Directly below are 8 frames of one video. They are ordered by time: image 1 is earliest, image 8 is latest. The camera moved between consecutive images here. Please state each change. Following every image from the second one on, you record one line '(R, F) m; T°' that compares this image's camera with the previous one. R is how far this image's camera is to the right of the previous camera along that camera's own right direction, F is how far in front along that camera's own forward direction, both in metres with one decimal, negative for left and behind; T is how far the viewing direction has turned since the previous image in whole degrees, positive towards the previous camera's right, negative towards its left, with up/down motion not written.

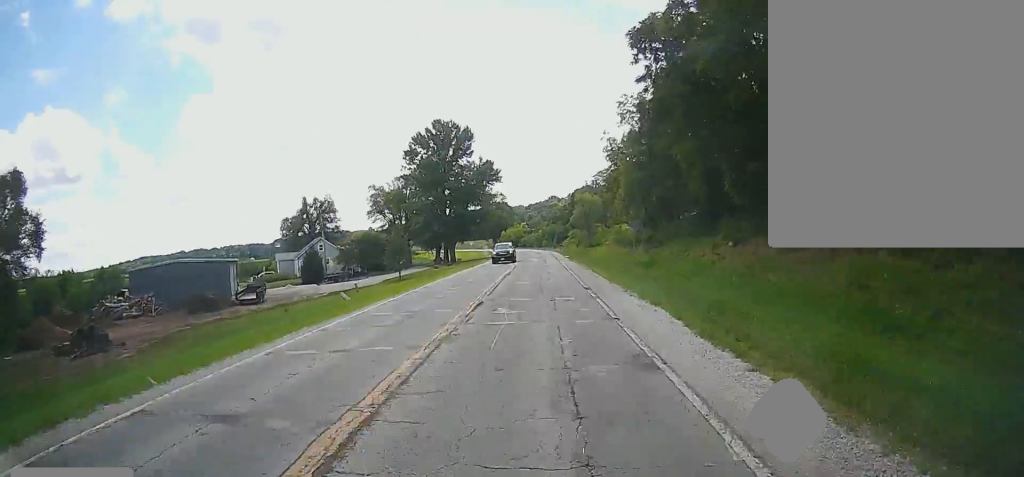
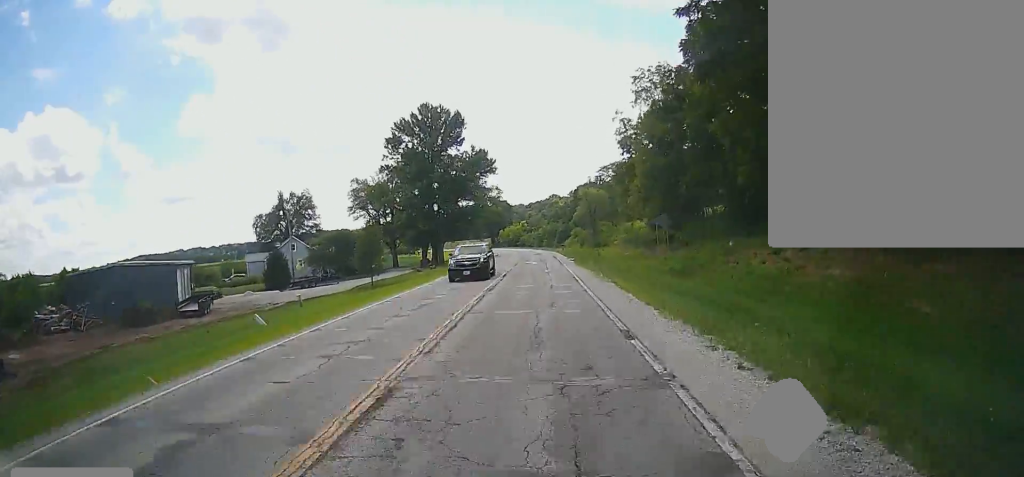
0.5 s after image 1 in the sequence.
(0.0, +12.0) m; 0°
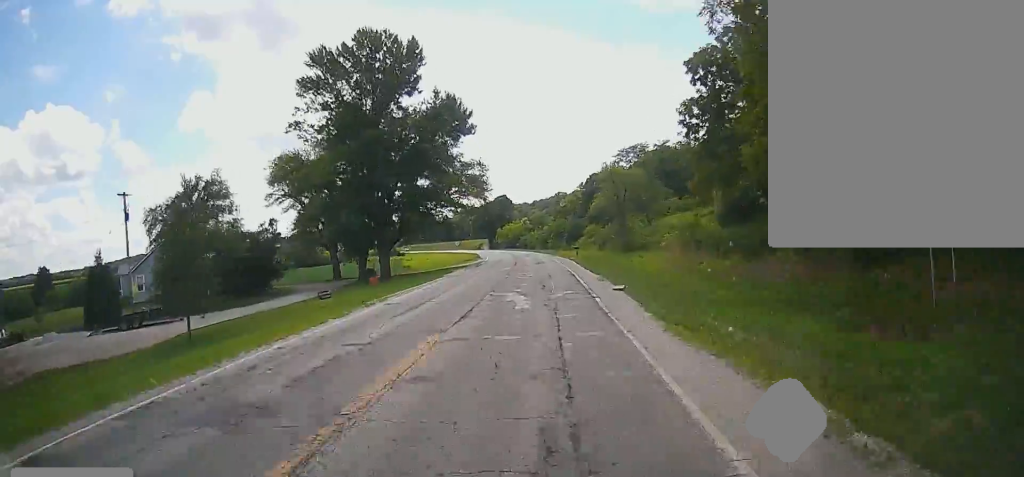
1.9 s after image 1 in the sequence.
(0.0, +33.5) m; -1°
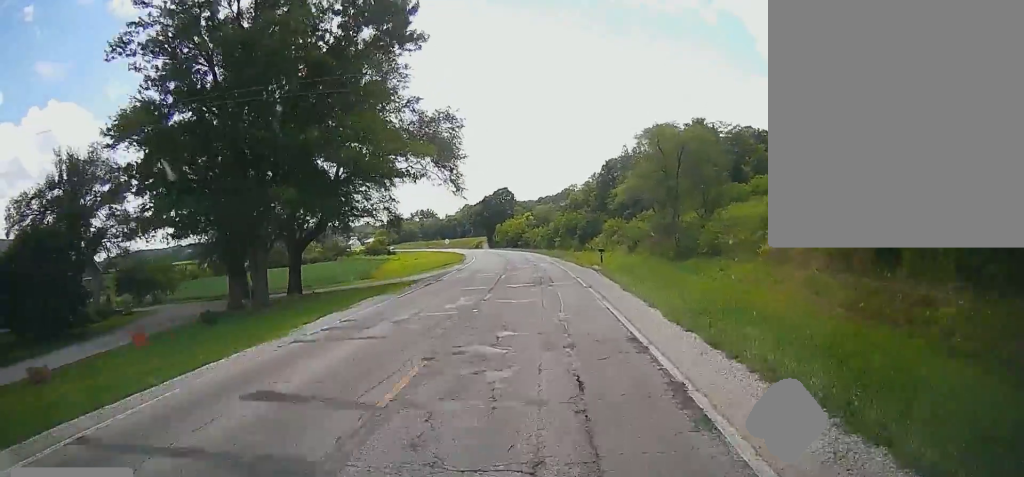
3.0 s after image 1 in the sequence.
(-0.5, +26.2) m; -1°
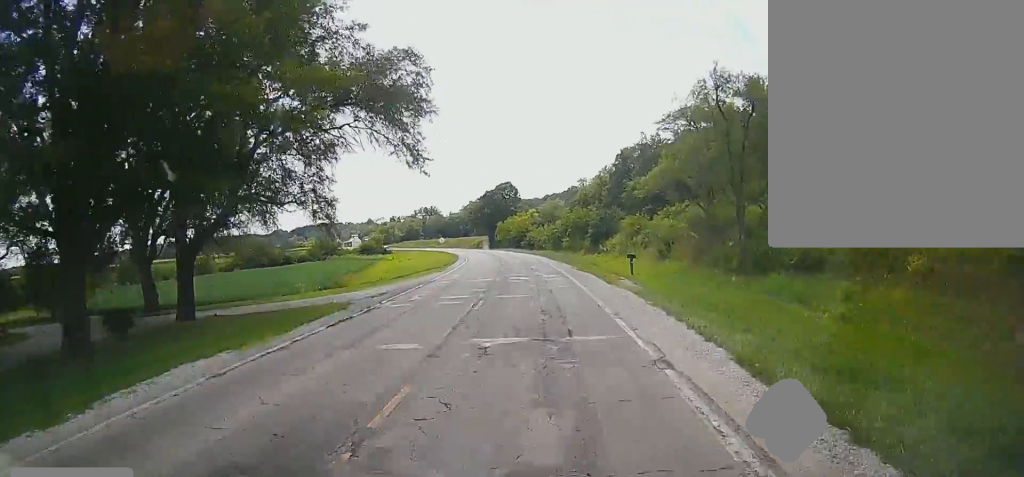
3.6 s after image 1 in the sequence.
(0.0, +14.3) m; 0°
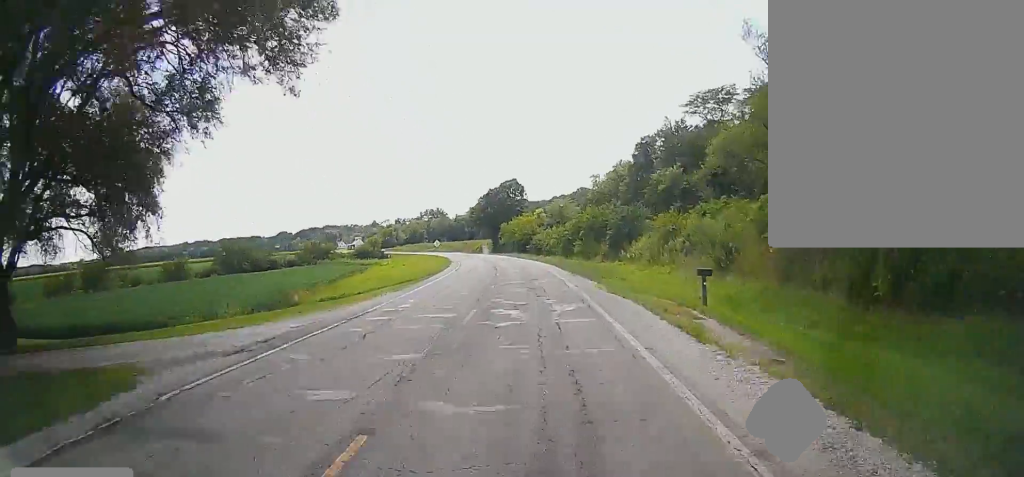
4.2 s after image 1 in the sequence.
(0.0, +14.3) m; 0°
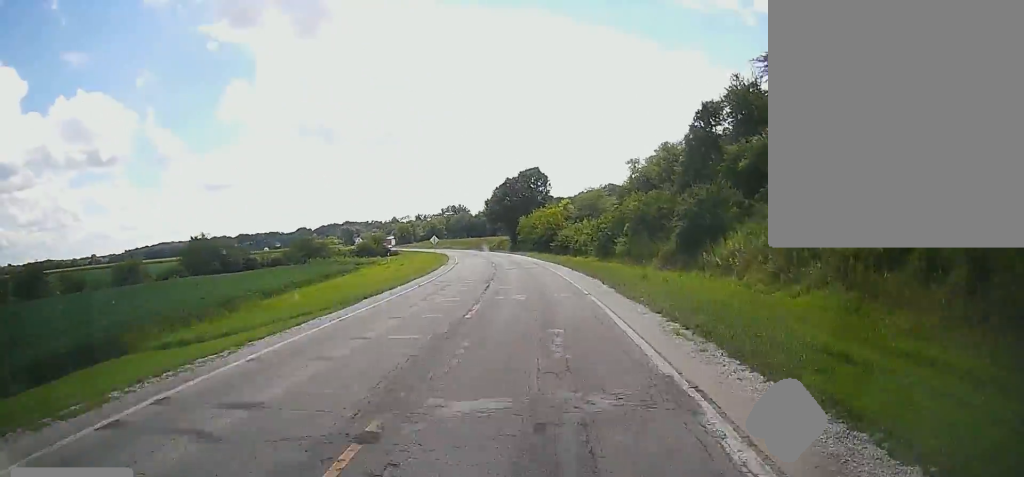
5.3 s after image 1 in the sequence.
(0.0, +25.4) m; 0°
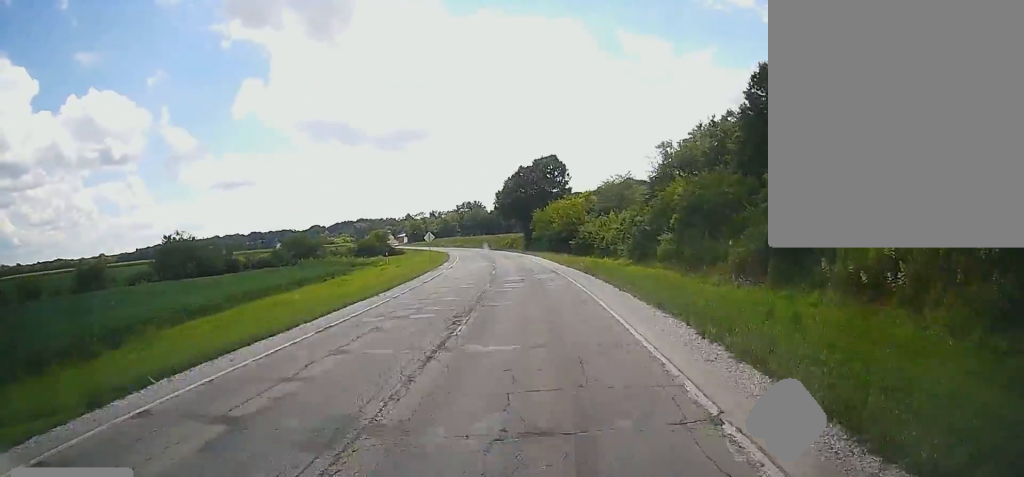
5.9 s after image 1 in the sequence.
(0.0, +15.1) m; 0°
